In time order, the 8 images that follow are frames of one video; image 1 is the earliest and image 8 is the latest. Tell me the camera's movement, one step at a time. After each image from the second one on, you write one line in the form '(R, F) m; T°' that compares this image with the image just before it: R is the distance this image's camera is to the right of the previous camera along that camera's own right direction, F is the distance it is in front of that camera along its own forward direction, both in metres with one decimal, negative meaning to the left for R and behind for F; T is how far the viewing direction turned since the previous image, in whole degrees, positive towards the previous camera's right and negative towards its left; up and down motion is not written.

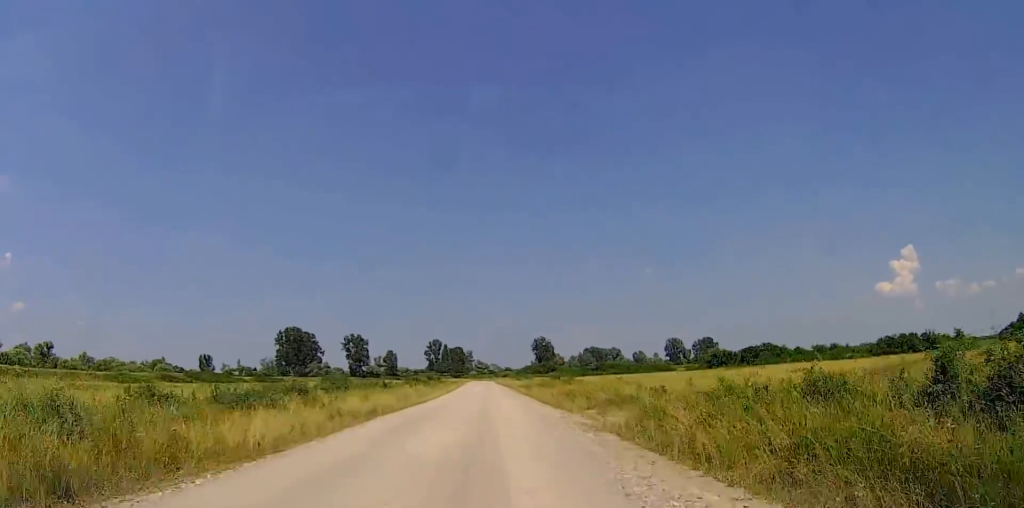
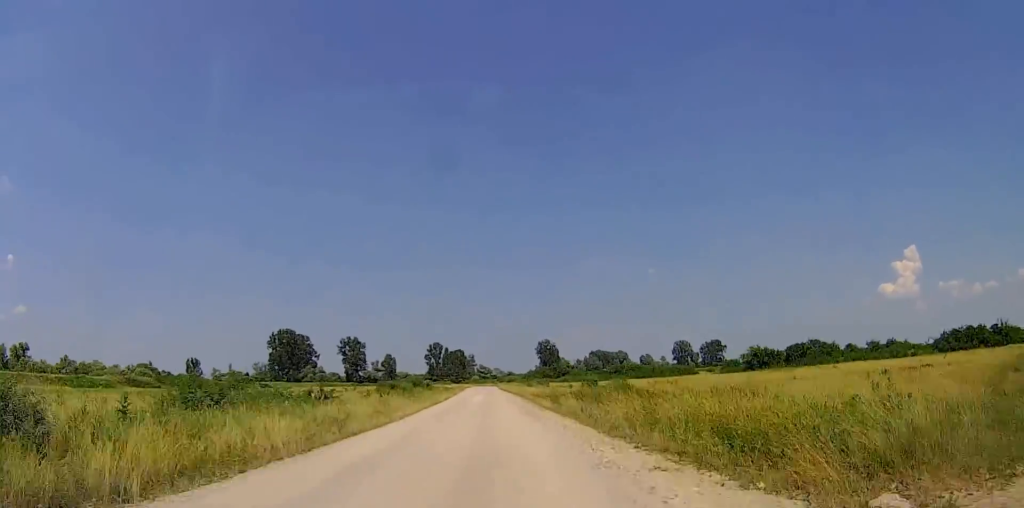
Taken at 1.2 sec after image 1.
(-0.1, +17.9) m; 0°
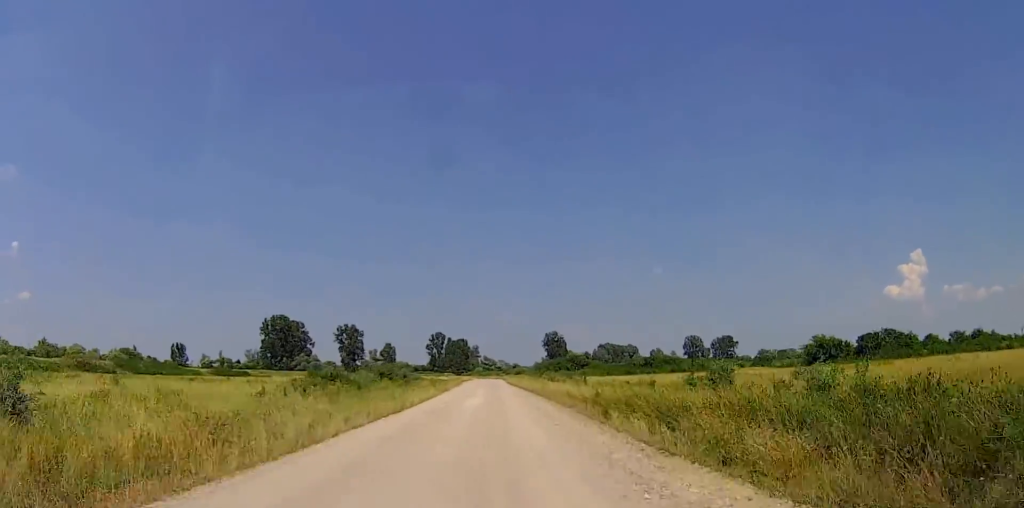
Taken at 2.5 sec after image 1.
(+0.1, +20.8) m; -1°
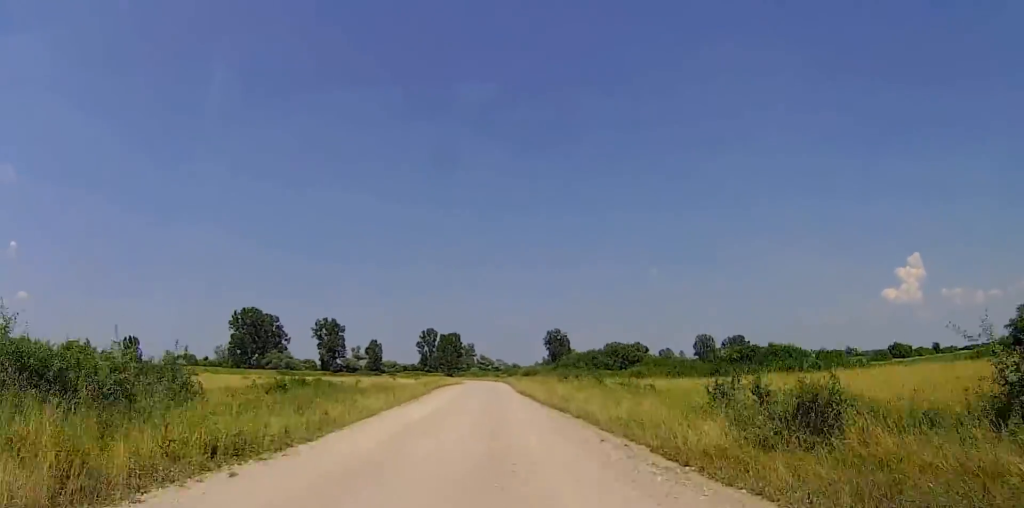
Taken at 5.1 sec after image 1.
(-0.4, +40.2) m; -1°
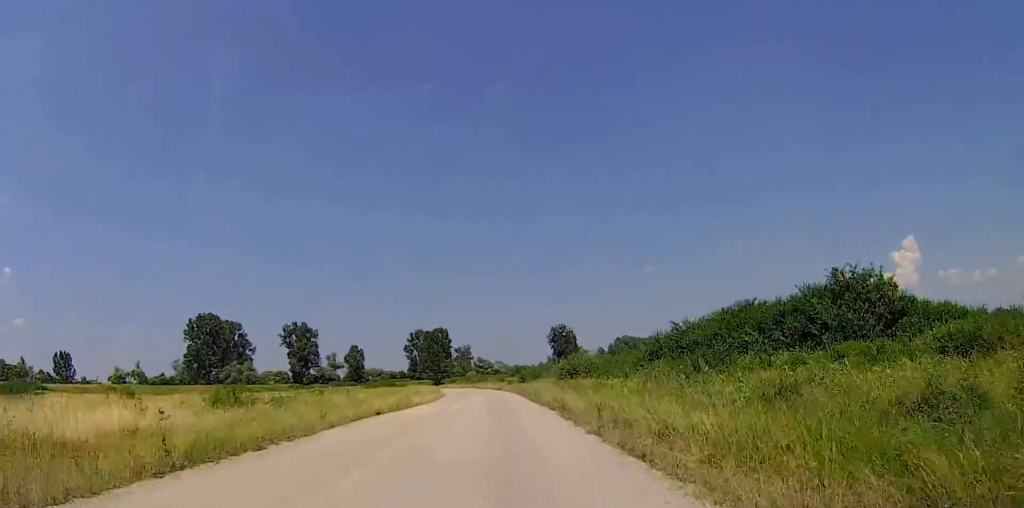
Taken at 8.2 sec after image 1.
(+0.3, +48.3) m; +1°
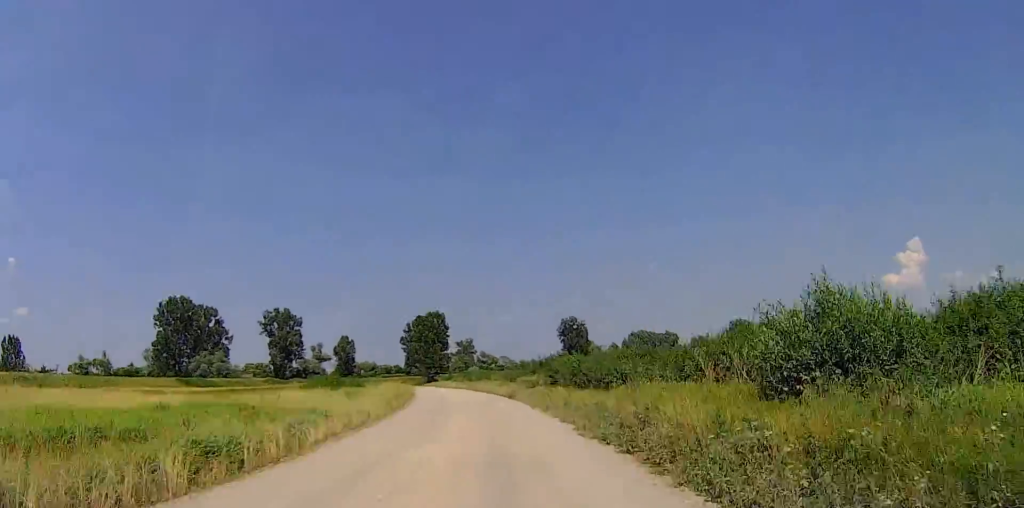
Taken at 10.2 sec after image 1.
(0.0, +31.4) m; -1°
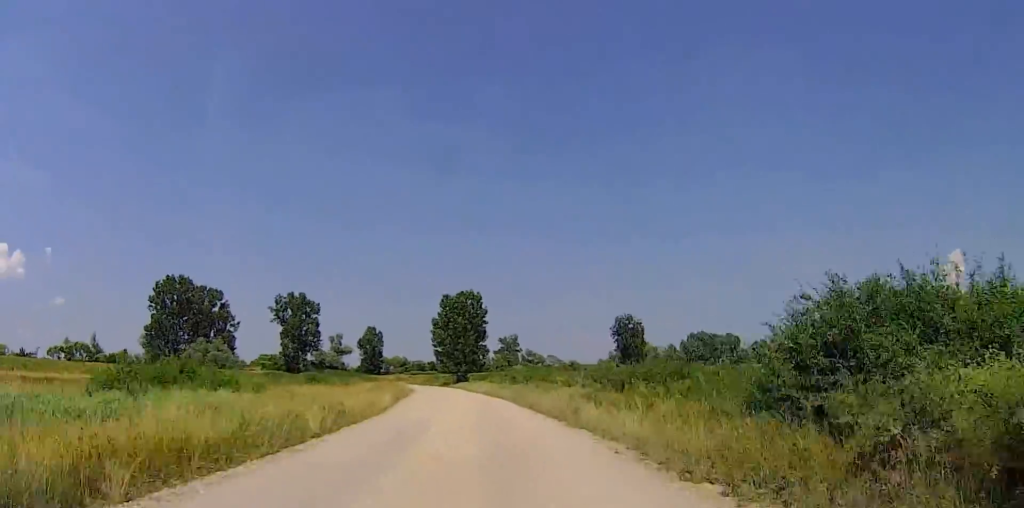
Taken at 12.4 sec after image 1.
(-0.6, +35.2) m; -3°
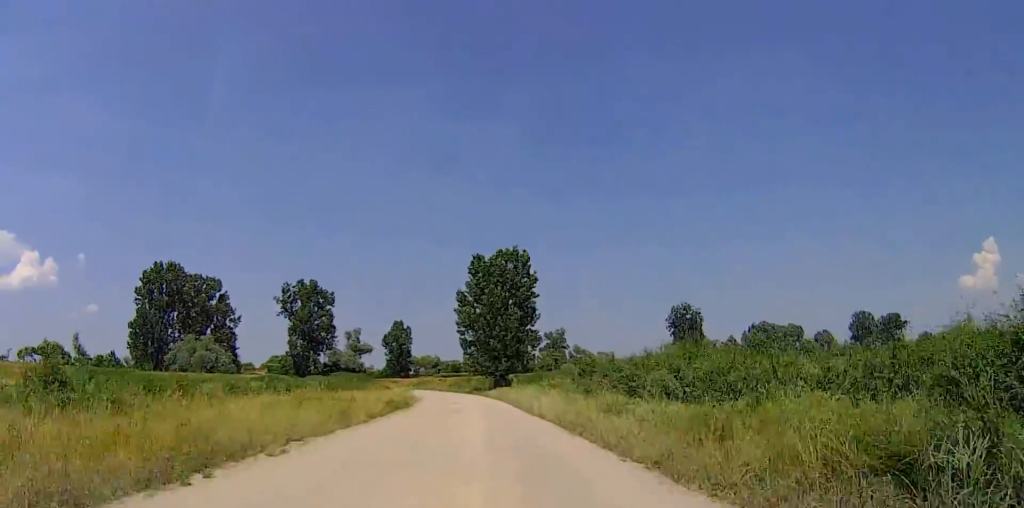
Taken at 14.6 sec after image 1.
(-1.0, +33.1) m; -4°
